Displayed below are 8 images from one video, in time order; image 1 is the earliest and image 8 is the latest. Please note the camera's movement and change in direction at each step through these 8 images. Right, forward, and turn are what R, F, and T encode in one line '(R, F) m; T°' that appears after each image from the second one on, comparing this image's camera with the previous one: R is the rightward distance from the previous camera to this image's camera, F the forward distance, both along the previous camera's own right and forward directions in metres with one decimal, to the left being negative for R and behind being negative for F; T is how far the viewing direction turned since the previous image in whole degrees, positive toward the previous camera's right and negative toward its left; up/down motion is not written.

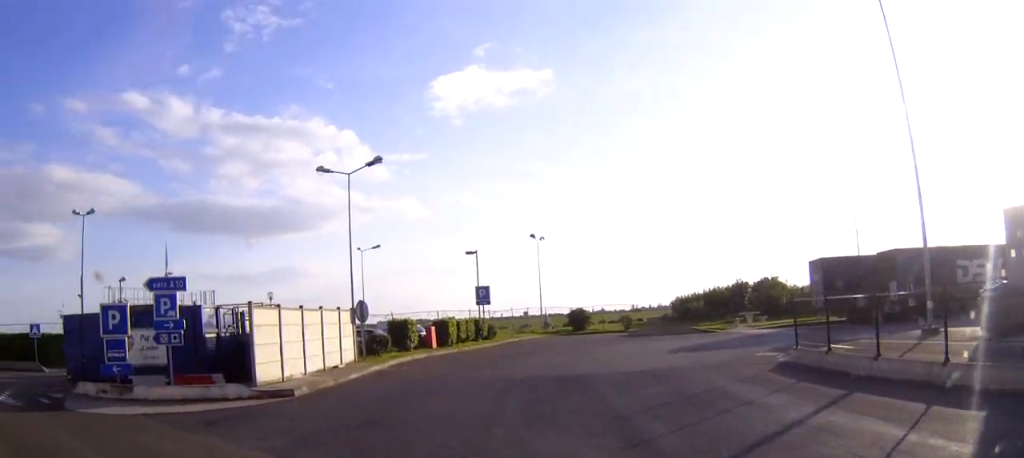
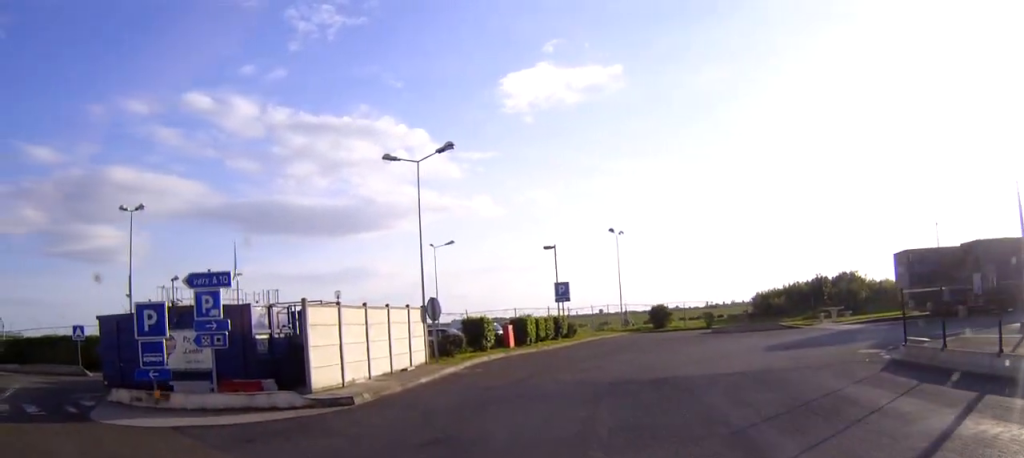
(-0.1, +1.9) m; -9°
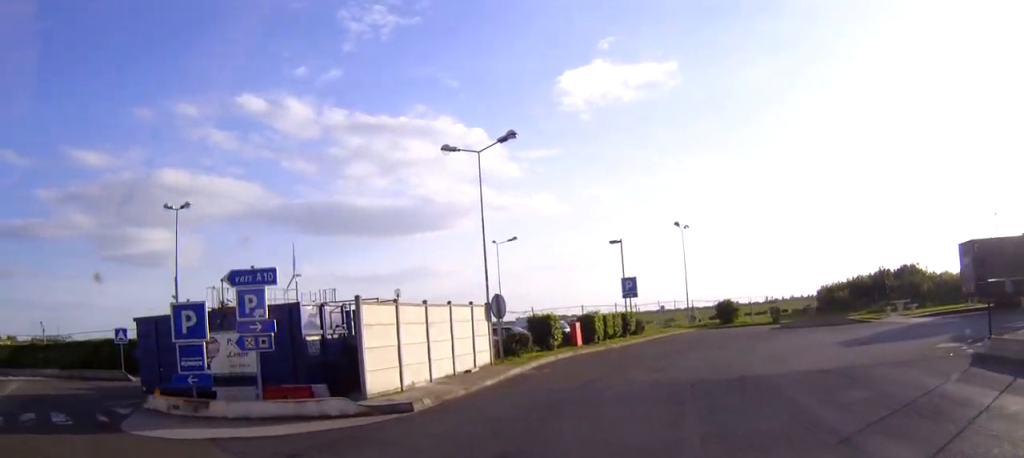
(-0.1, +1.3) m; -7°
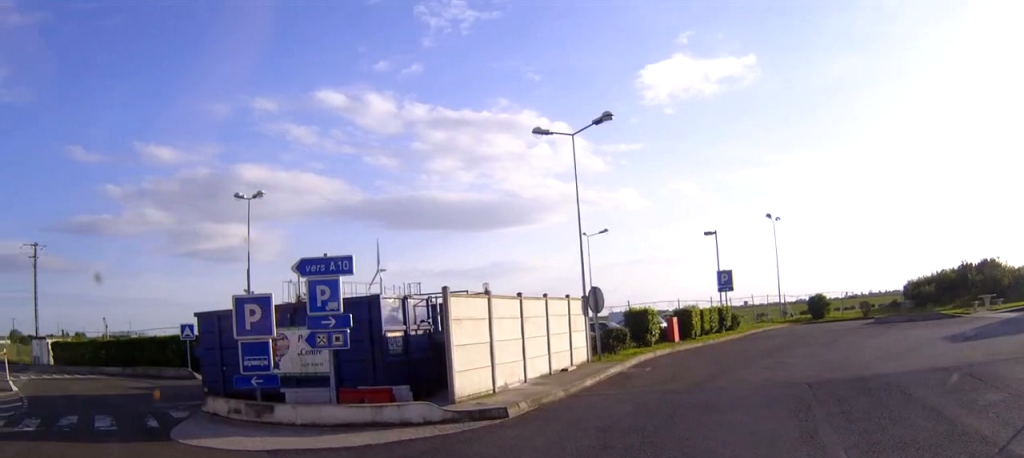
(-0.1, +1.5) m; -5°
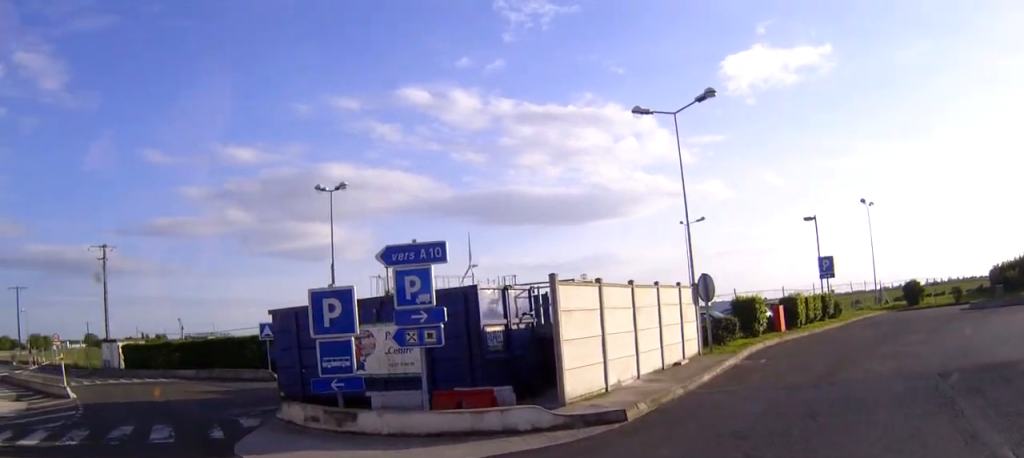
(-0.1, +1.5) m; -7°
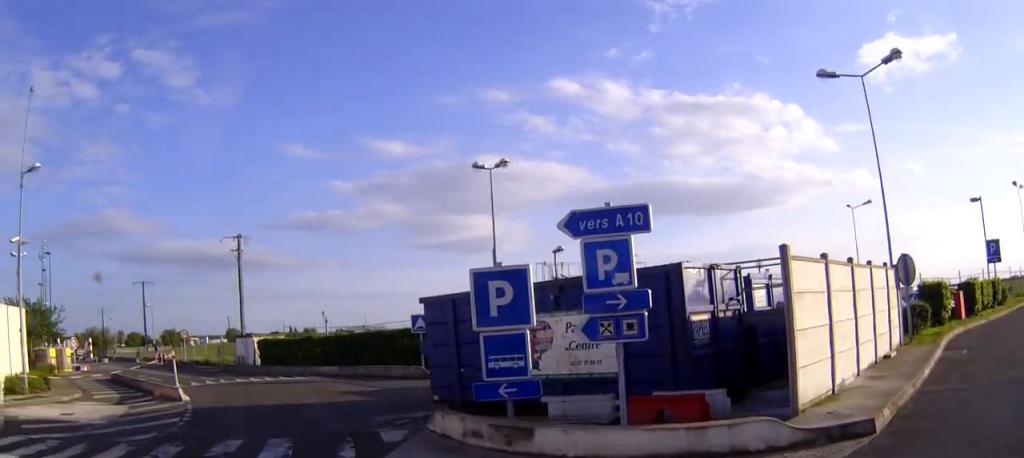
(-0.3, +2.4) m; -16°
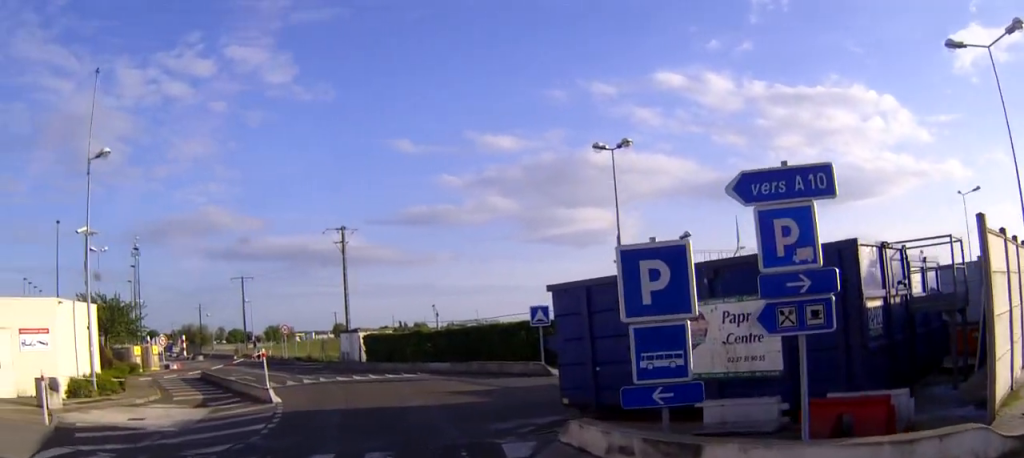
(-0.3, +1.8) m; -8°
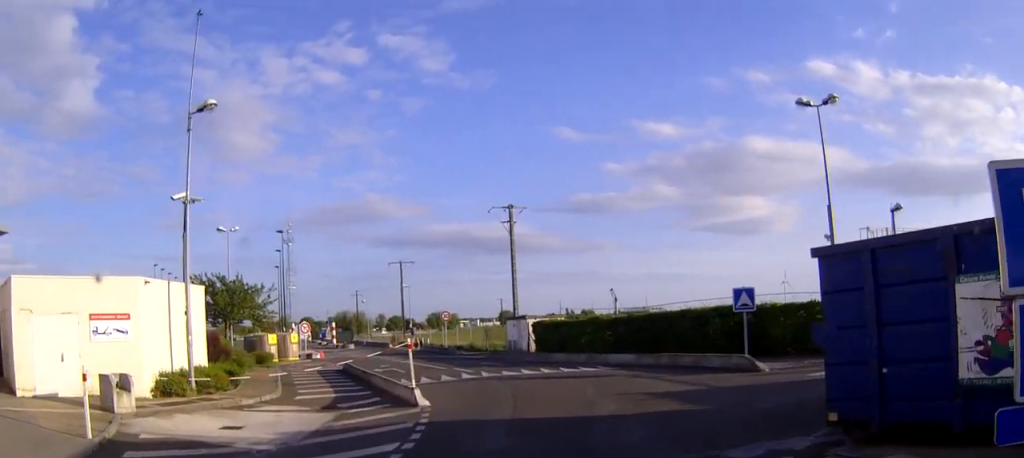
(0.0, +3.9) m; -4°
